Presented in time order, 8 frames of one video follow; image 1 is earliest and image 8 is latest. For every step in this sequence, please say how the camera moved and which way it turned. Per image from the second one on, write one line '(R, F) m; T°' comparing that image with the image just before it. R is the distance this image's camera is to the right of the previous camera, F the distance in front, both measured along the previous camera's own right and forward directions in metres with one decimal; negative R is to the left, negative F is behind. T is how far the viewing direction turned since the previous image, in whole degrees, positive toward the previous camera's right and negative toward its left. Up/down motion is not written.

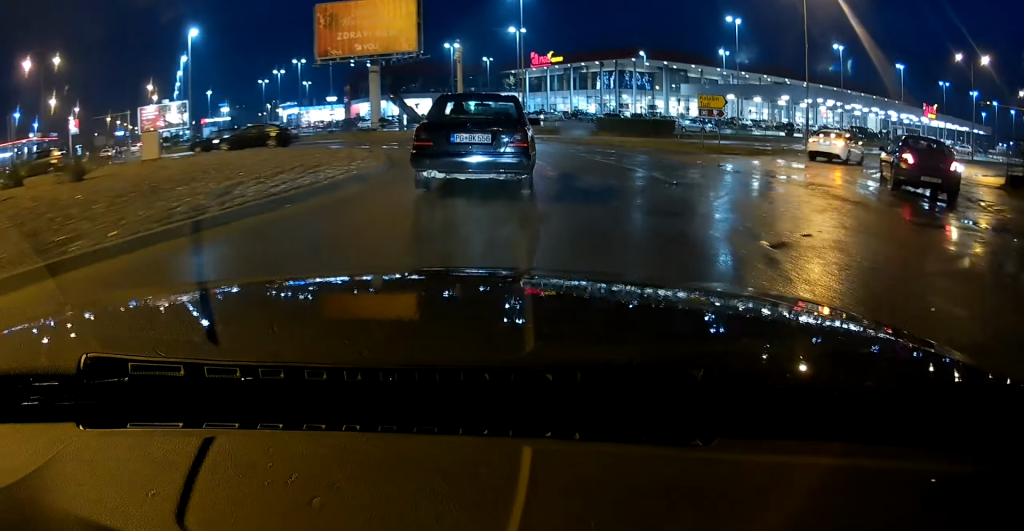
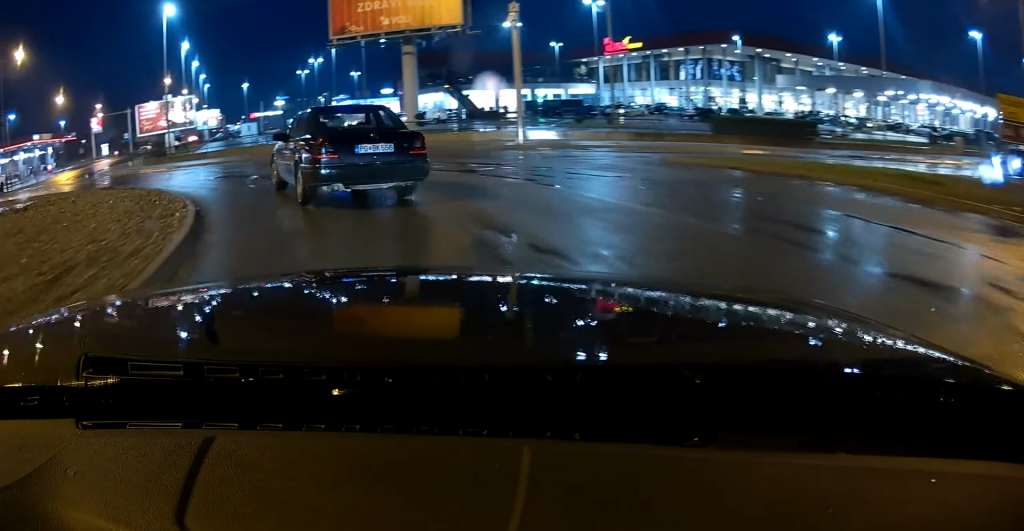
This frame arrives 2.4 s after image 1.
(-0.5, +13.2) m; -17°
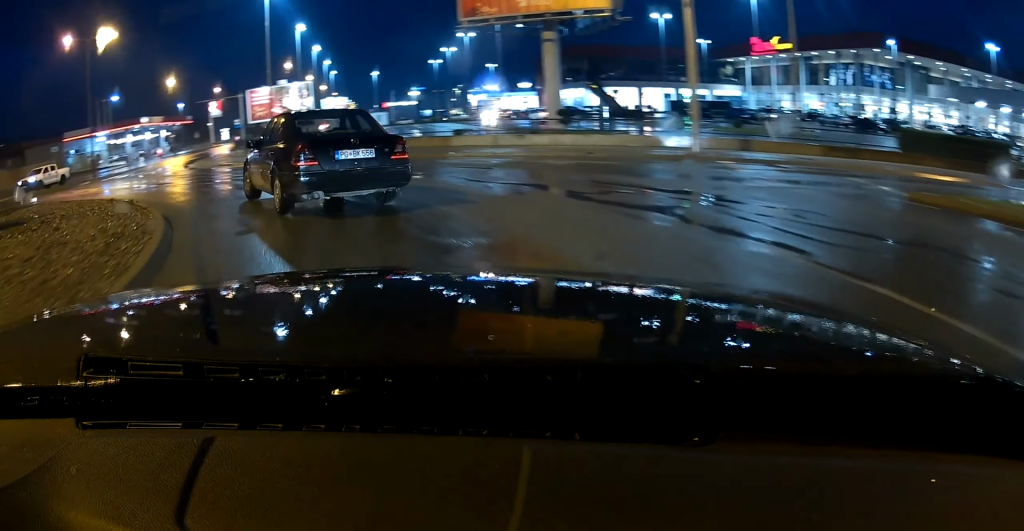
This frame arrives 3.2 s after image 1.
(-1.1, +6.0) m; -11°
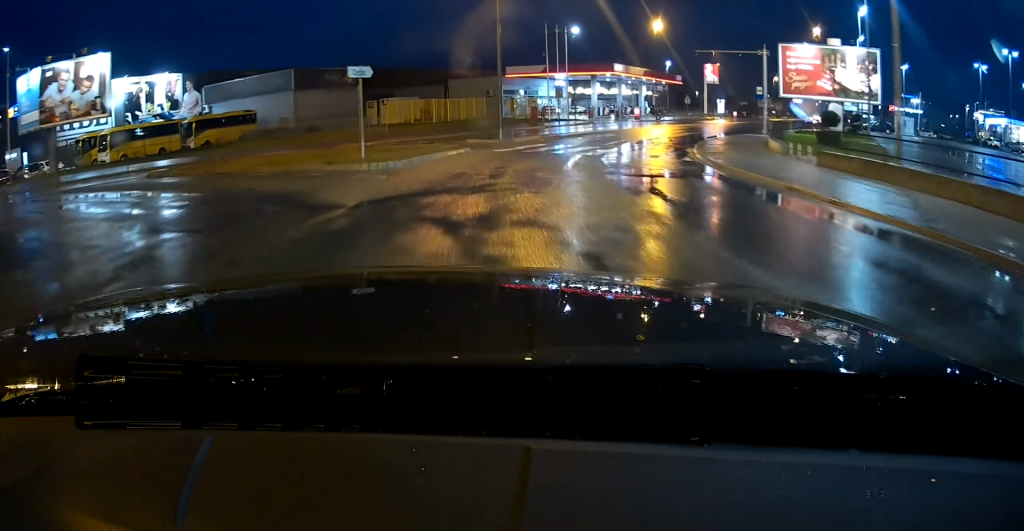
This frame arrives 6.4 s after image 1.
(-7.9, +24.7) m; -21°
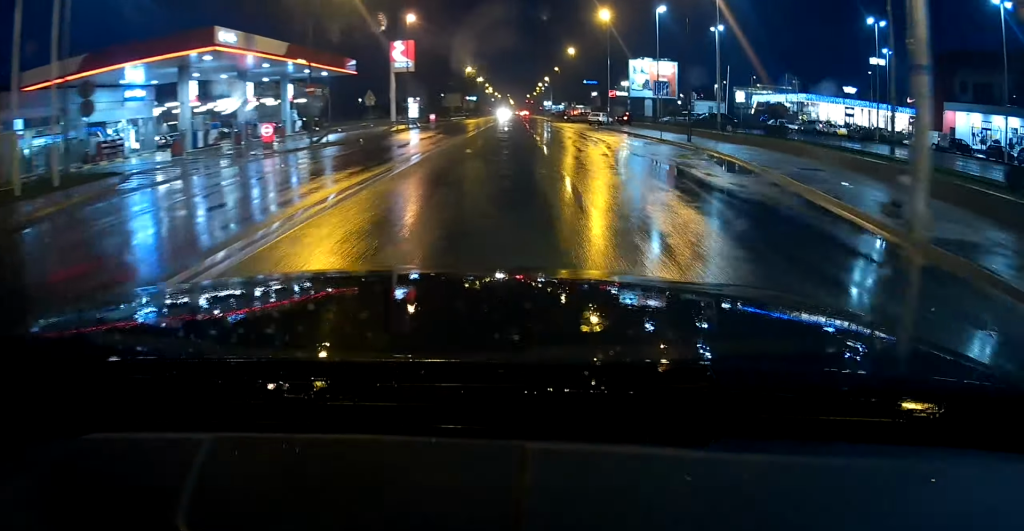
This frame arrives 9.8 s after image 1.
(+6.7, +37.5) m; +19°
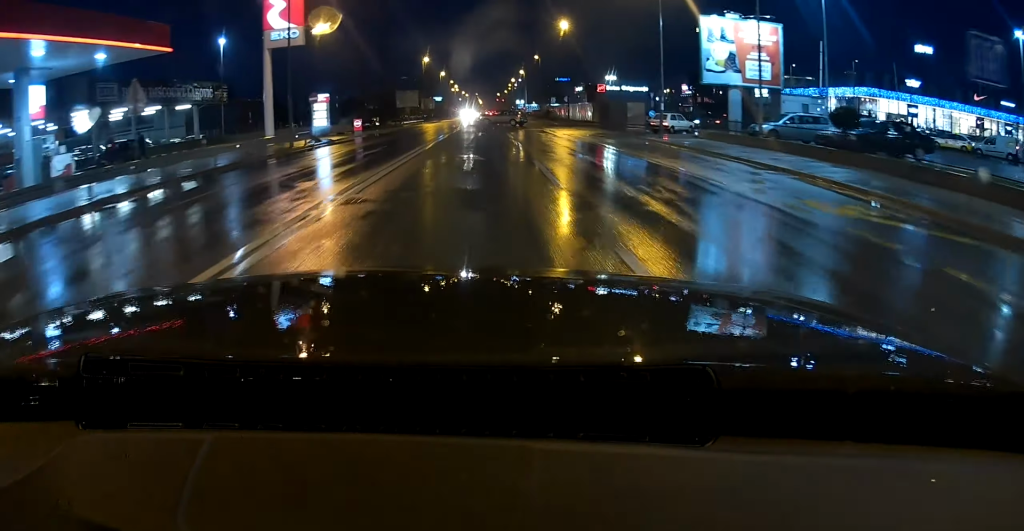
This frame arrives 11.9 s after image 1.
(+1.7, +26.5) m; +4°
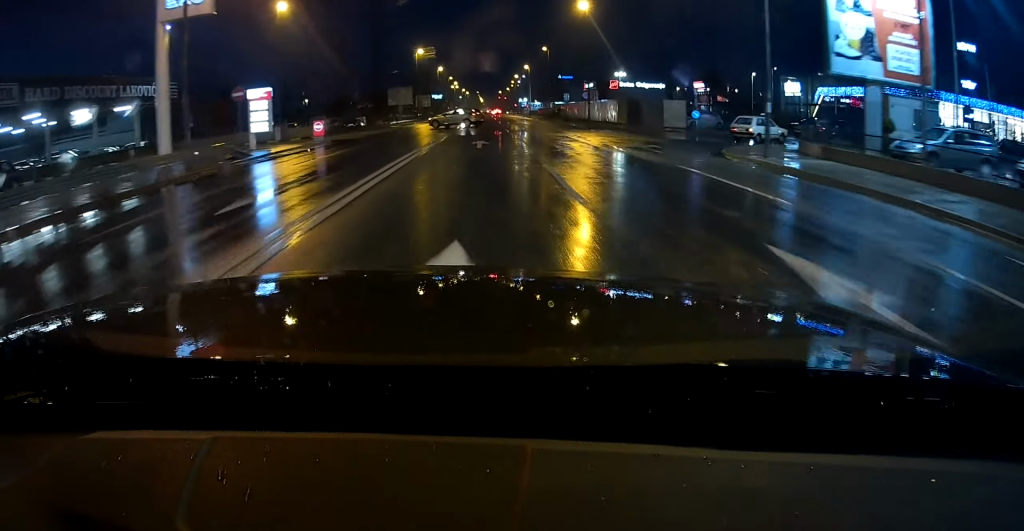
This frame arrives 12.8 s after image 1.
(+0.1, +12.2) m; 0°
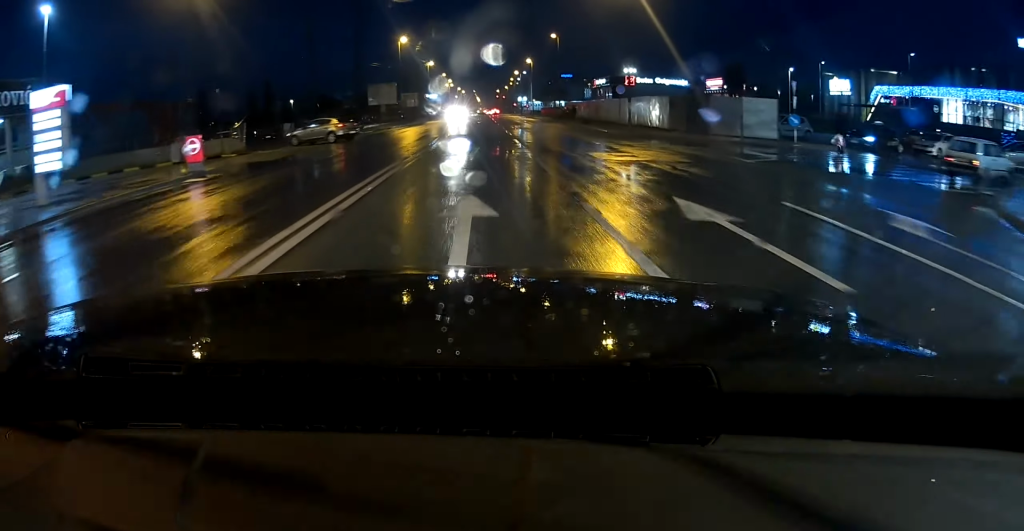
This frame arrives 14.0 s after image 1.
(0.0, +16.6) m; 0°
